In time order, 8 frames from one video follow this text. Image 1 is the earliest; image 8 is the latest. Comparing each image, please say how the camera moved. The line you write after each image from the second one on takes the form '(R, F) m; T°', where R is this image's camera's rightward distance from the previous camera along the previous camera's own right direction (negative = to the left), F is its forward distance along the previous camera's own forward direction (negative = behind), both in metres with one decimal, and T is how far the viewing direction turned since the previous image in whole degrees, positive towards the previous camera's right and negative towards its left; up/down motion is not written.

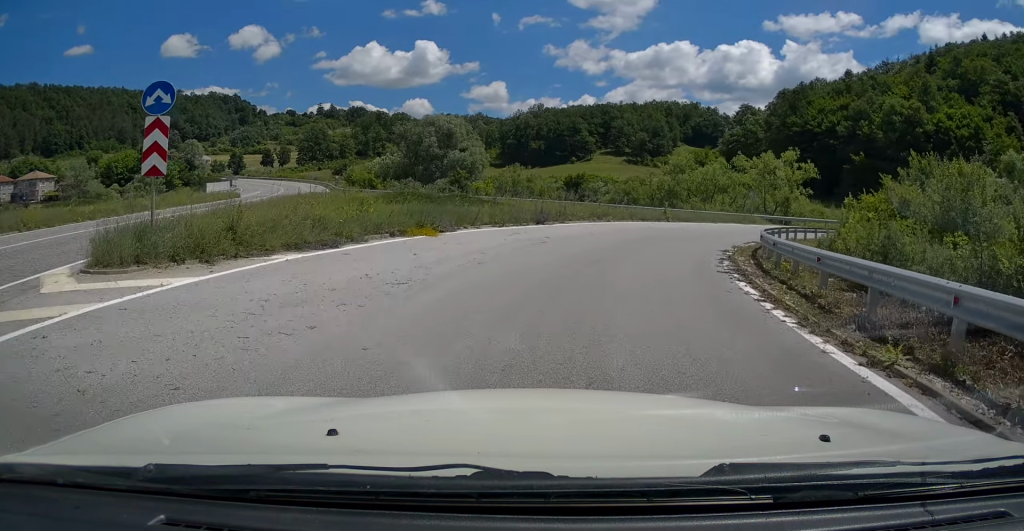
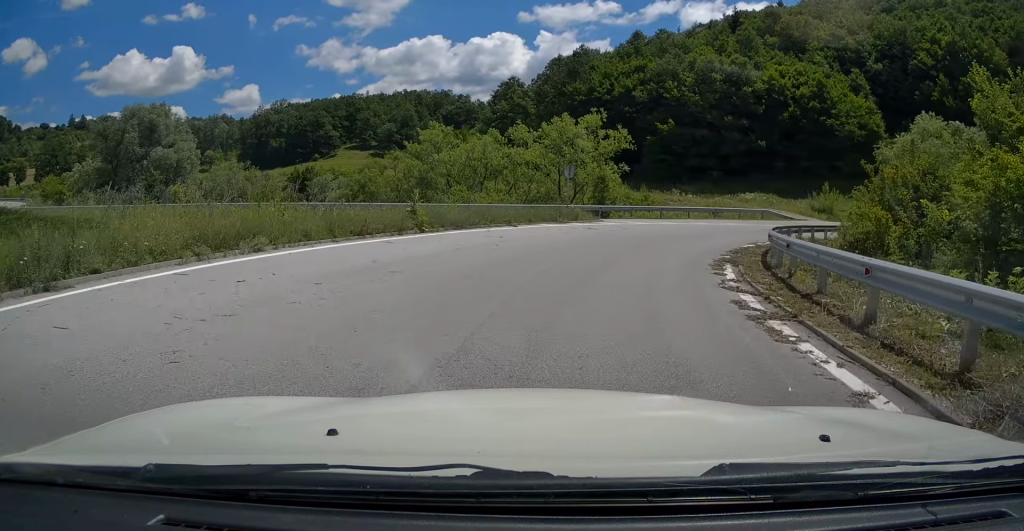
(+3.9, +18.9) m; +21°
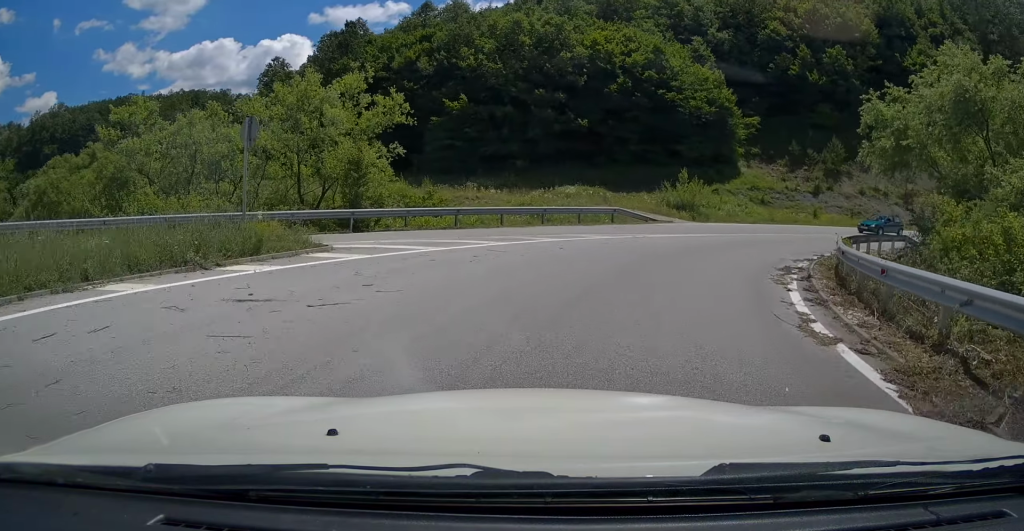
(+2.6, +15.1) m; +22°
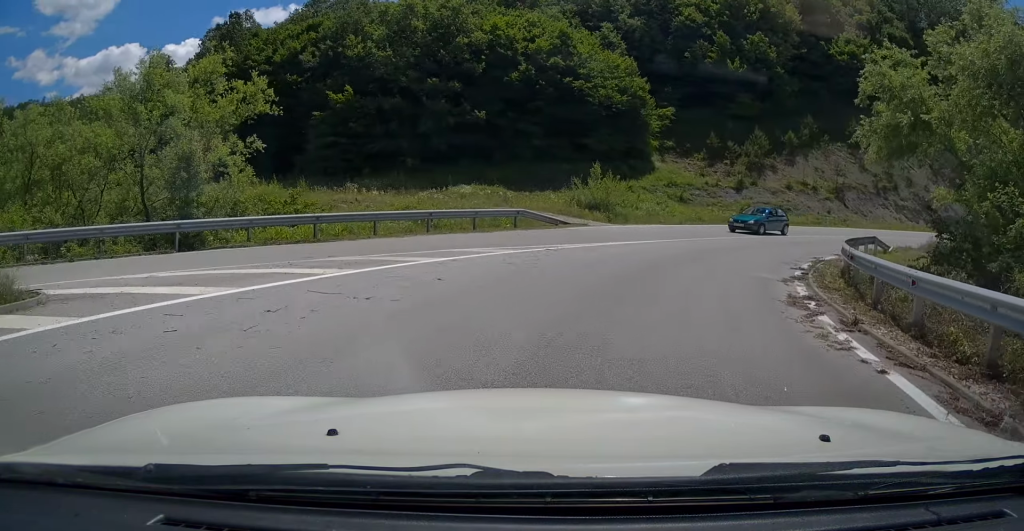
(+0.3, +5.1) m; +9°
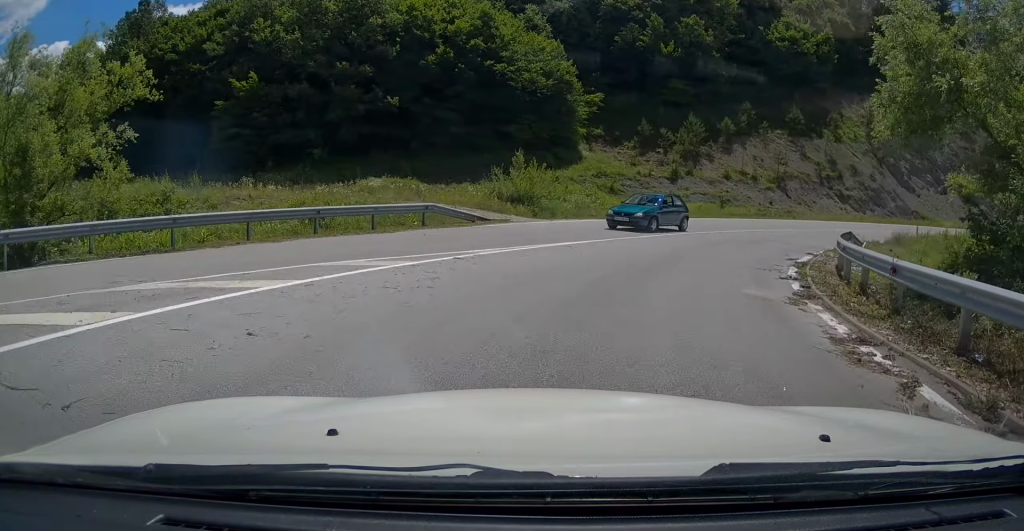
(+0.3, +3.6) m; +7°
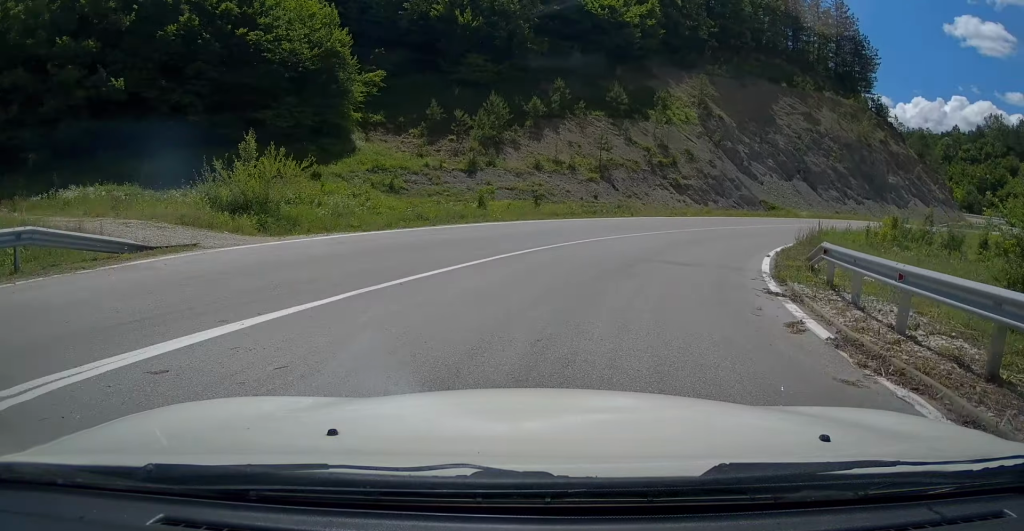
(+1.5, +9.6) m; +17°
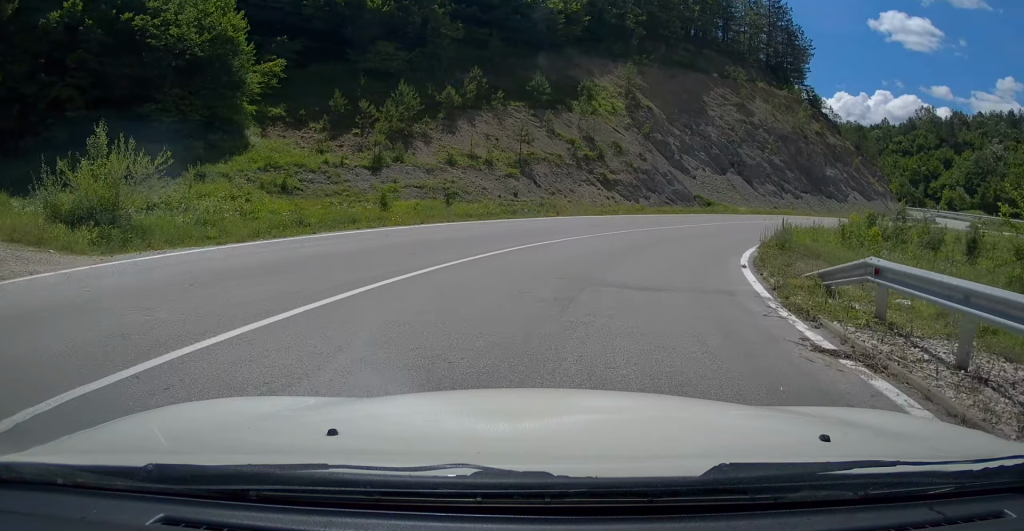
(+0.1, +4.0) m; +6°
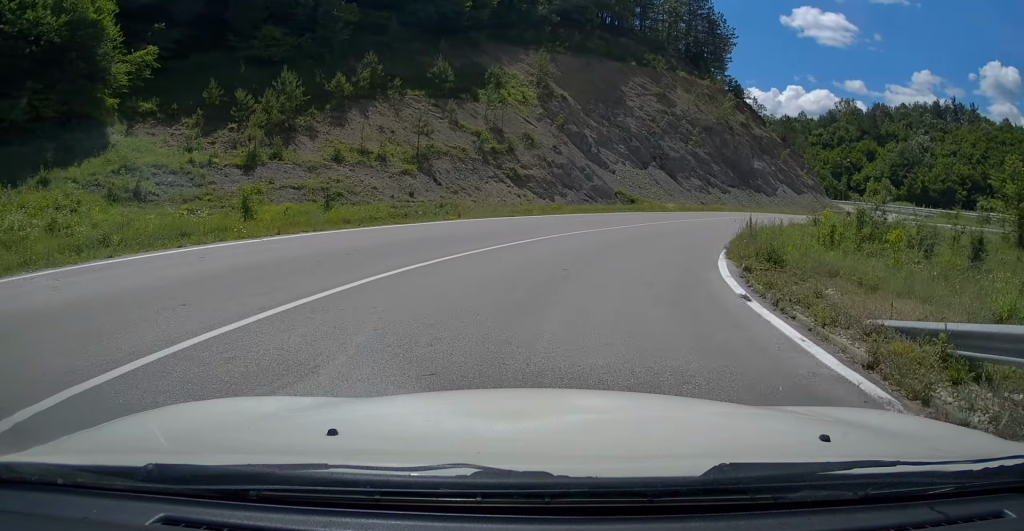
(+0.5, +5.2) m; +6°
